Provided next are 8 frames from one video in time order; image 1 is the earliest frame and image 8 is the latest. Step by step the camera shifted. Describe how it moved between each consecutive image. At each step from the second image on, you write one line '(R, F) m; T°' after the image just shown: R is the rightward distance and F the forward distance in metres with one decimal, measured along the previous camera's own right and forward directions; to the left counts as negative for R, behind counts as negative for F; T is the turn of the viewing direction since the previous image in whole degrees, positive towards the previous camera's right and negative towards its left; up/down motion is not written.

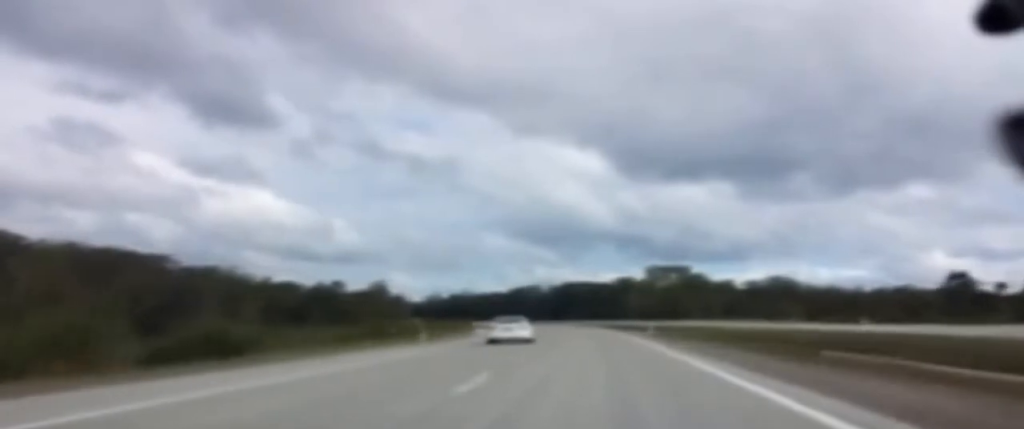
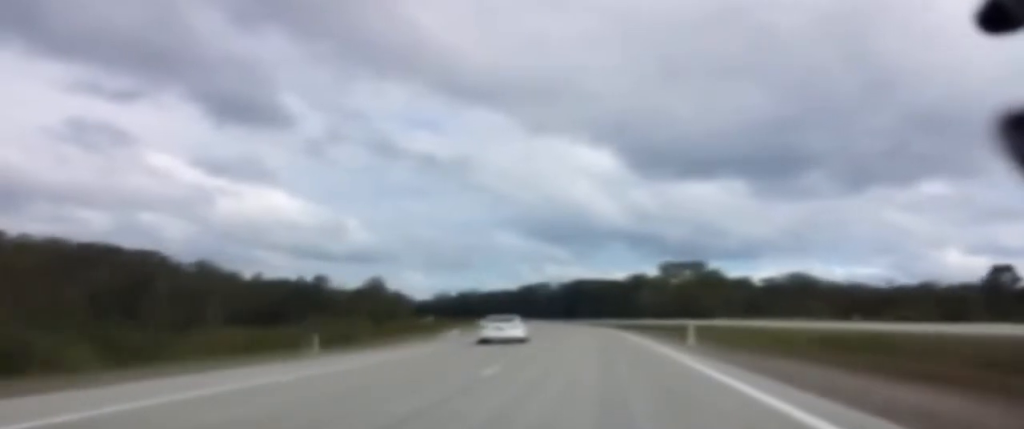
(-0.1, +19.3) m; -1°
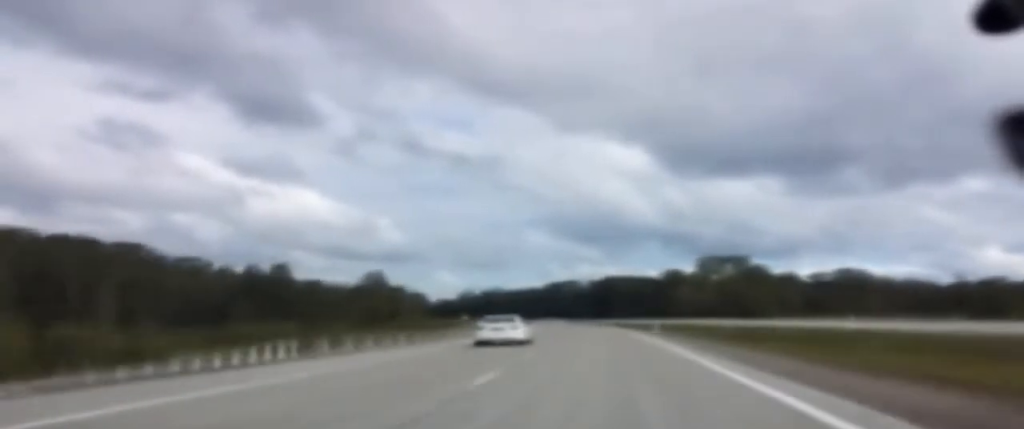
(-0.4, +36.4) m; -1°
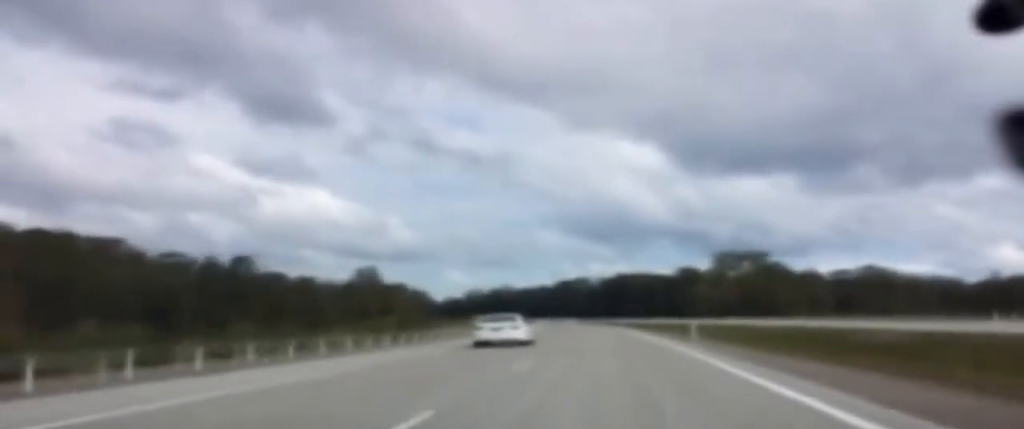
(-0.1, +18.1) m; -1°
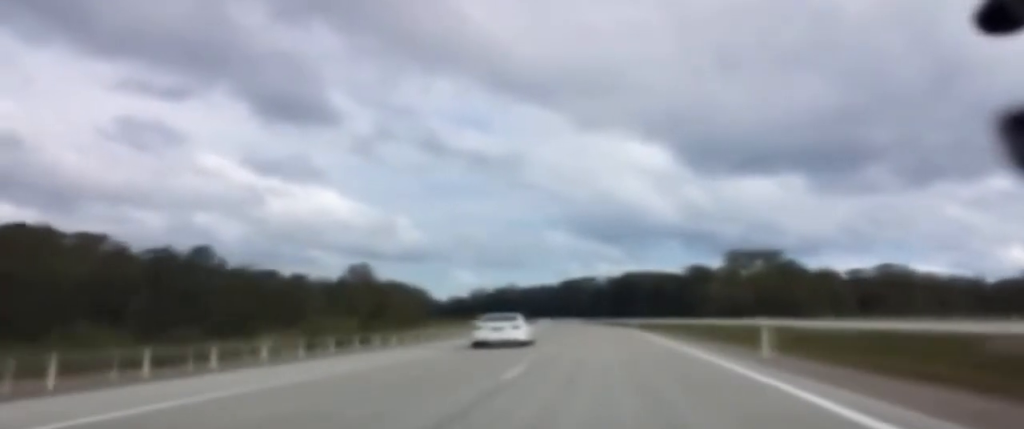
(0.0, +14.1) m; -1°
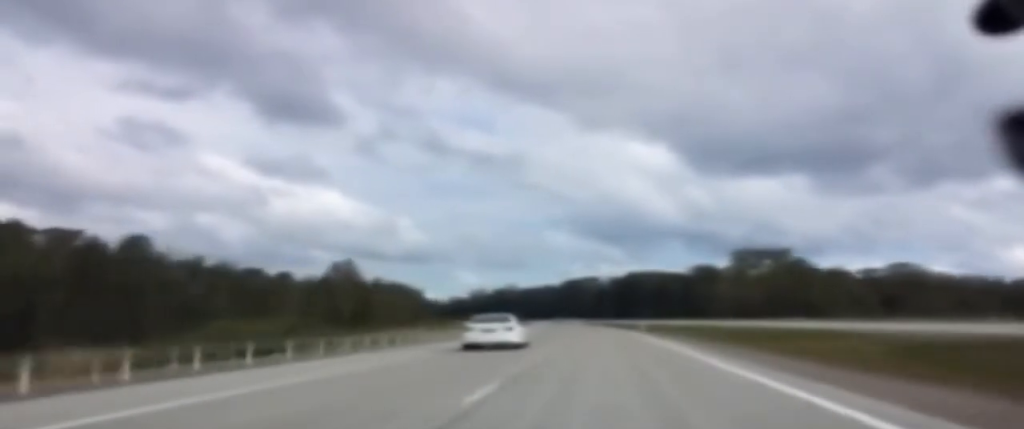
(-0.1, +15.1) m; 0°
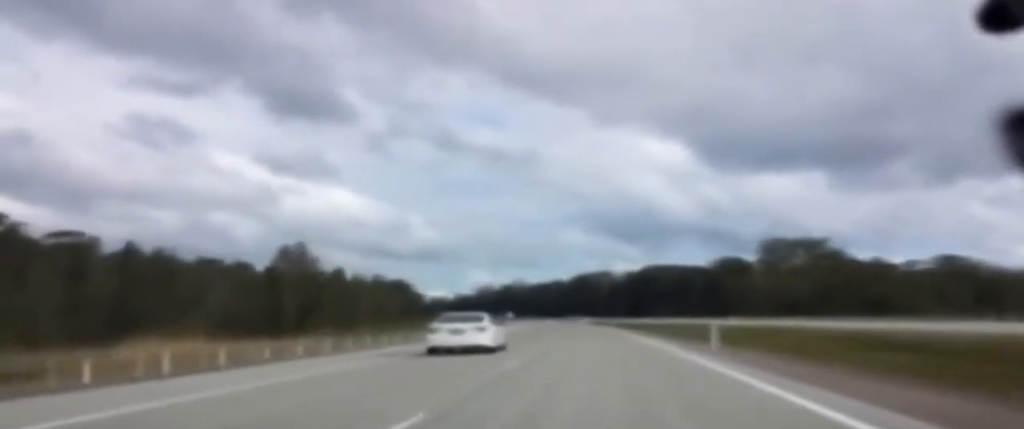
(-0.3, +38.1) m; 0°
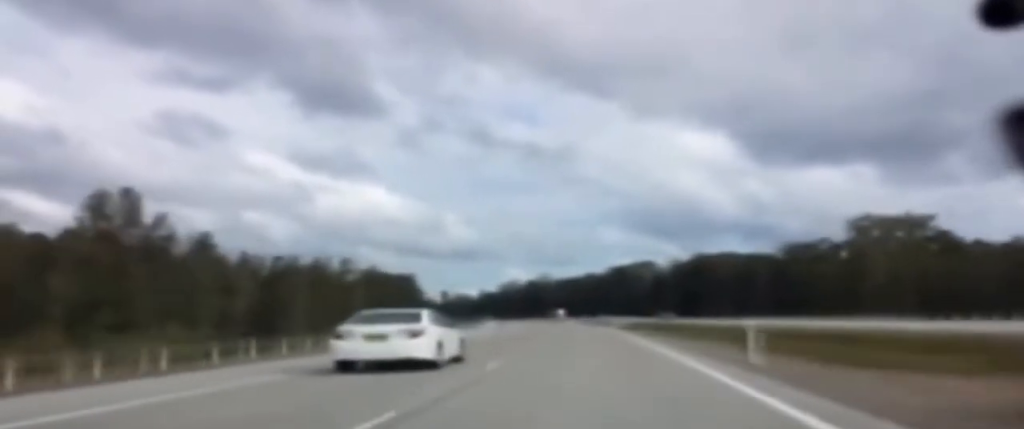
(-1.1, +67.0) m; -3°
